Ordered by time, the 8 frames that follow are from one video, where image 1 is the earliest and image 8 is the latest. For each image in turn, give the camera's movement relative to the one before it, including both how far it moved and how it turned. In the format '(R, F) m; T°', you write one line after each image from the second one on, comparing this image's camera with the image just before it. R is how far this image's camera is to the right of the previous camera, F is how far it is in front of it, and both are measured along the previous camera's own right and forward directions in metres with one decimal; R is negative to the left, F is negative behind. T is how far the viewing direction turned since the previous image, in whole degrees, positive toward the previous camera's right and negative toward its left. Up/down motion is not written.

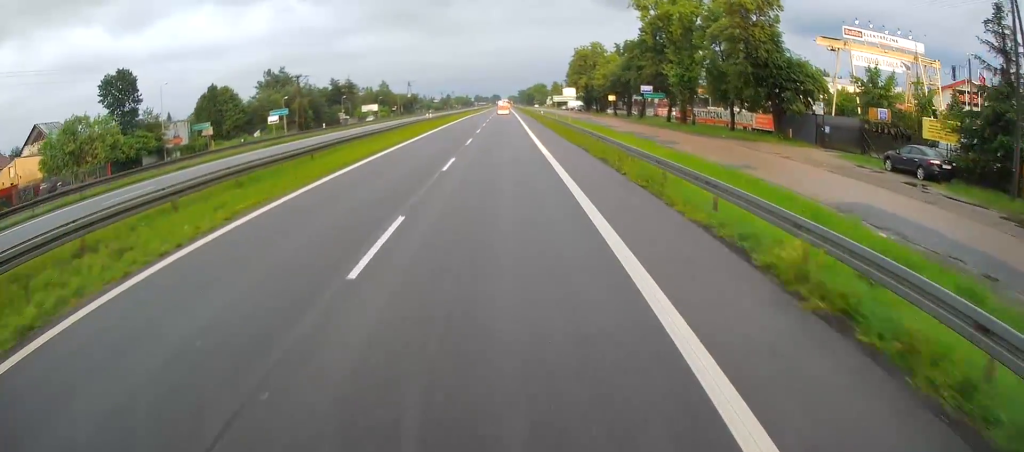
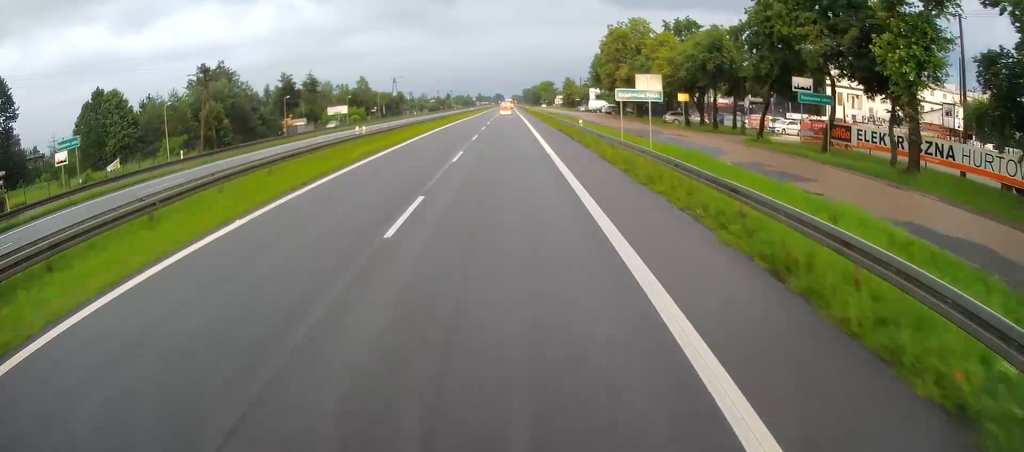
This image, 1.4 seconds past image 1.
(+0.4, +34.7) m; +1°
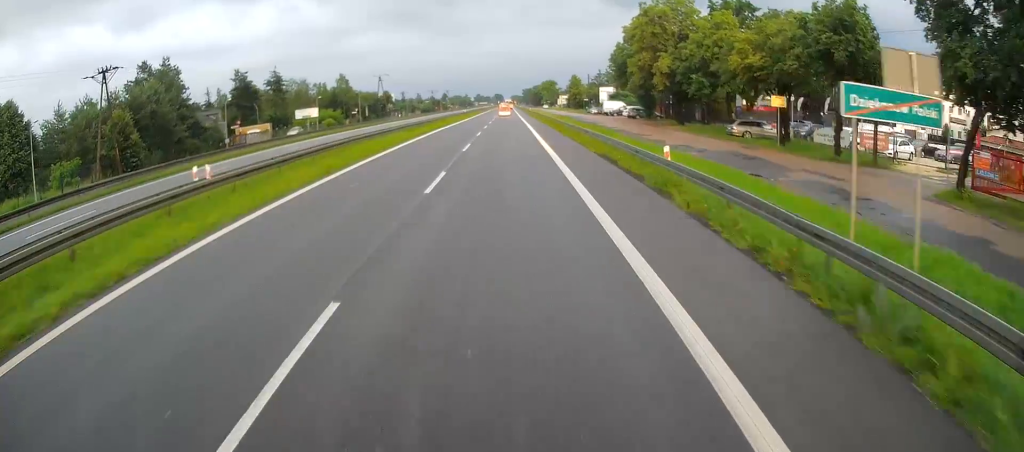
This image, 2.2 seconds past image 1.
(+0.4, +20.1) m; 0°
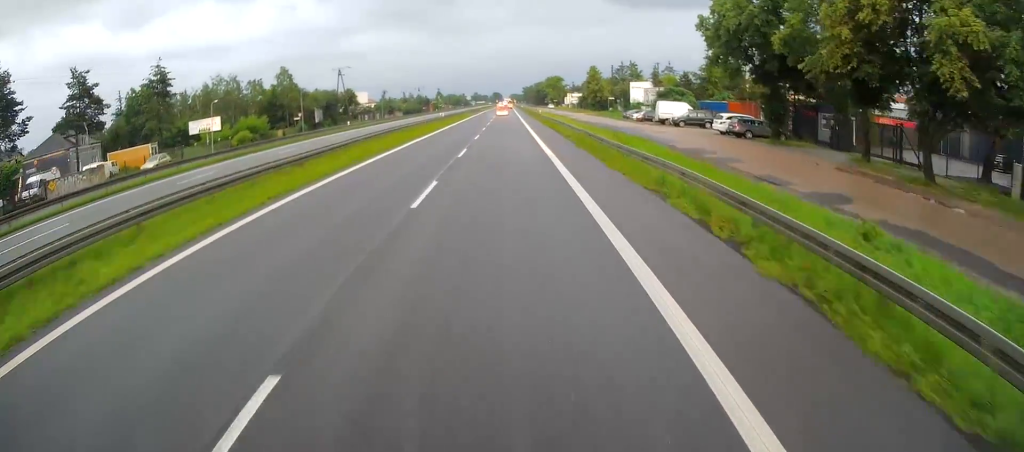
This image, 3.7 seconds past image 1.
(-0.3, +39.4) m; 0°
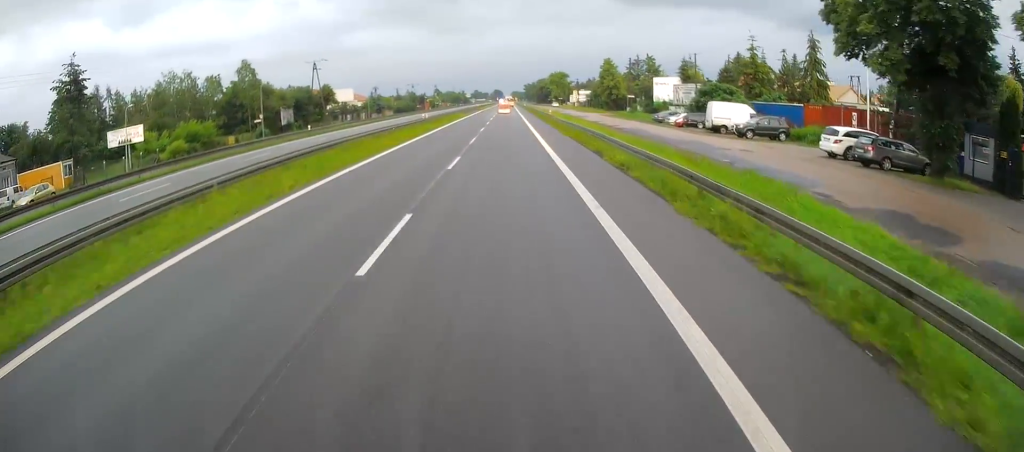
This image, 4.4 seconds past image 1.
(+0.1, +17.6) m; 0°
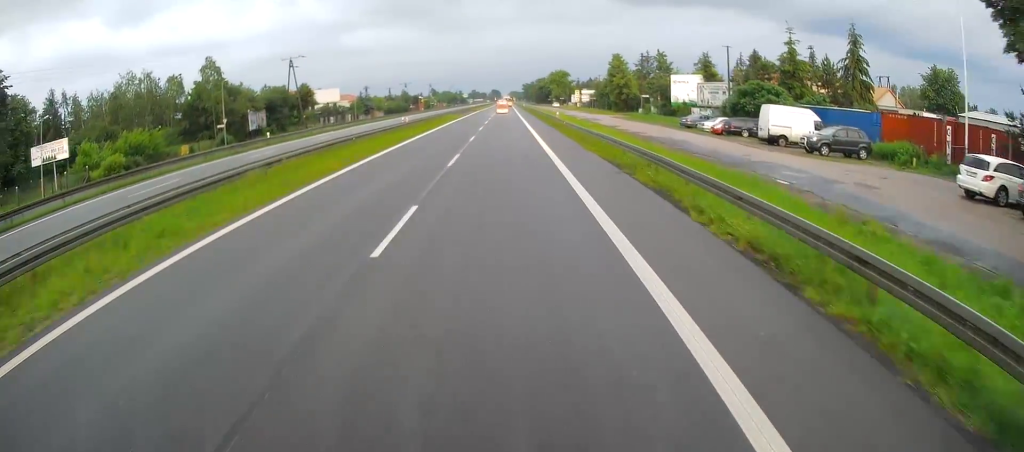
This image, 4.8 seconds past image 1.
(-0.3, +11.5) m; 0°
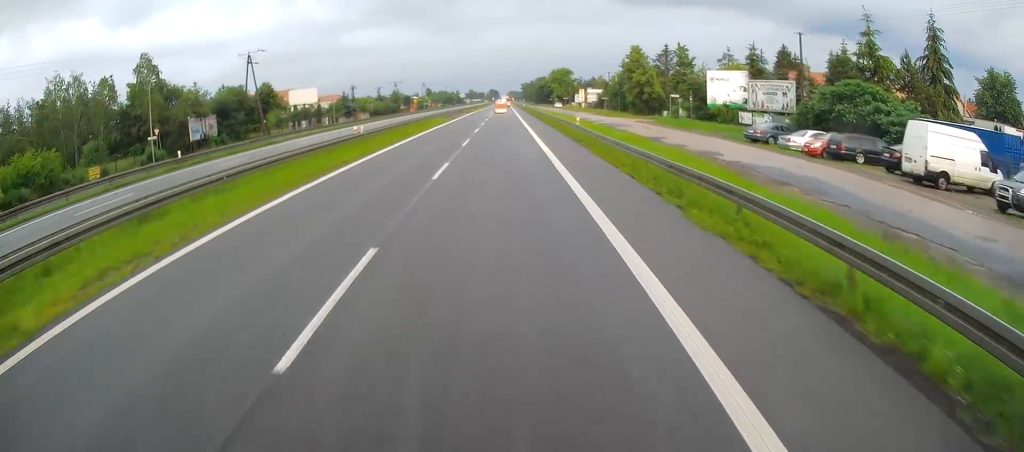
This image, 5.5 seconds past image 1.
(0.0, +16.2) m; 0°
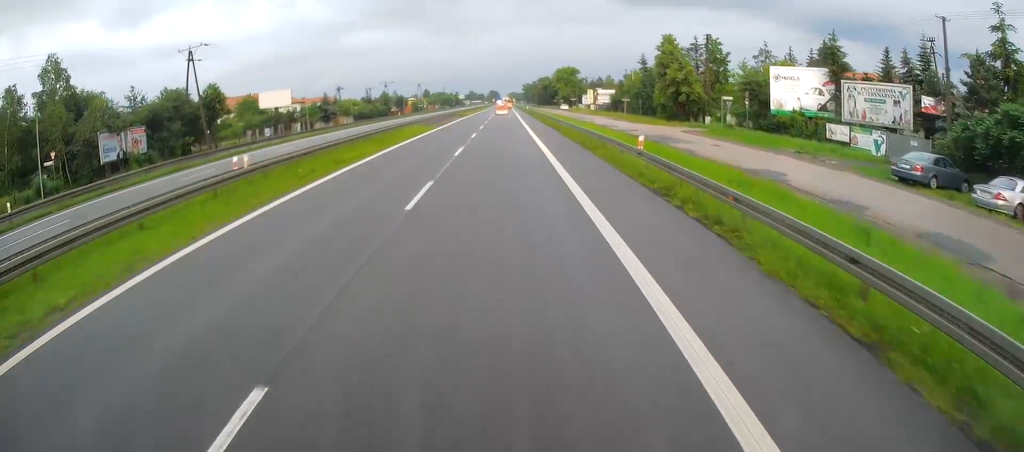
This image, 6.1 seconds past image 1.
(+0.4, +17.1) m; 0°
